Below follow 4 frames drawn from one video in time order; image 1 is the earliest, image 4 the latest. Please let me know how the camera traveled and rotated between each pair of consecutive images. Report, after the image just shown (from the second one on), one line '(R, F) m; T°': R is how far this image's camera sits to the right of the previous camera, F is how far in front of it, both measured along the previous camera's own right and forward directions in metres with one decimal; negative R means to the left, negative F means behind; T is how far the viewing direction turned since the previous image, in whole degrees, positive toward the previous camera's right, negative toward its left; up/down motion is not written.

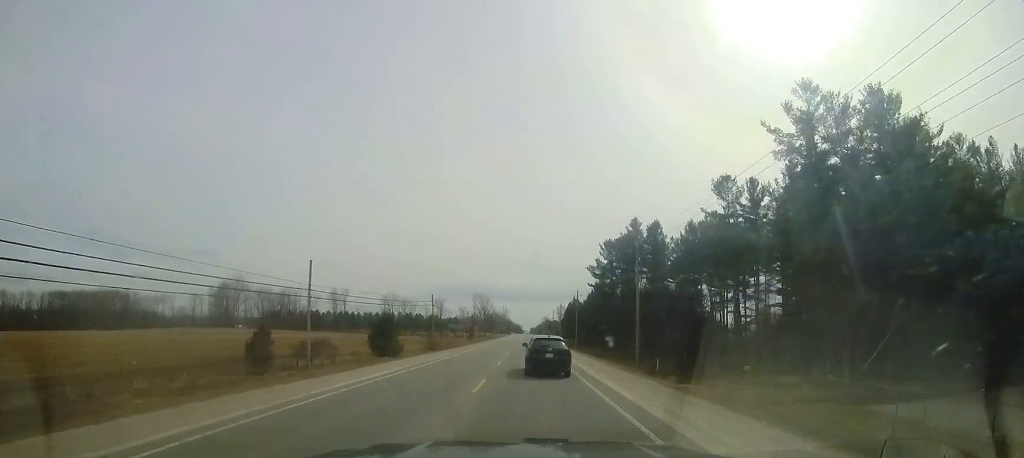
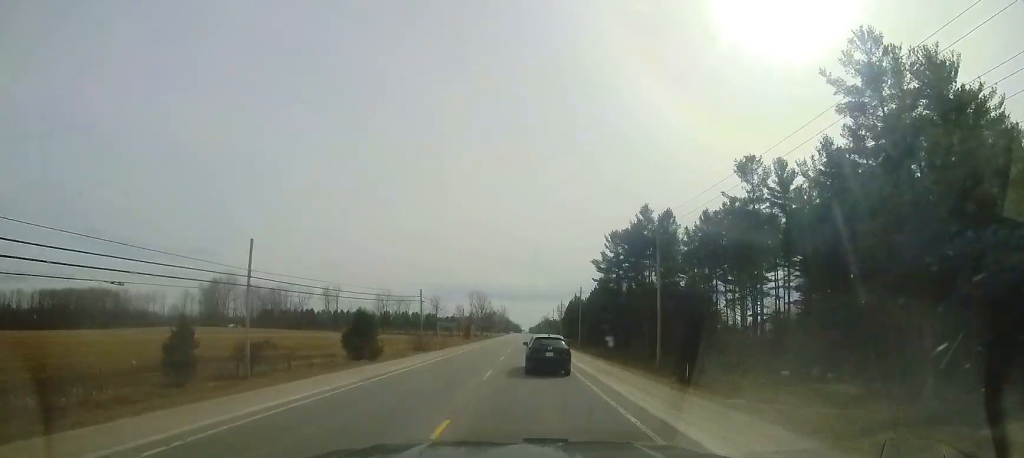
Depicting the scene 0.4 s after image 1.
(+0.1, +6.3) m; 0°
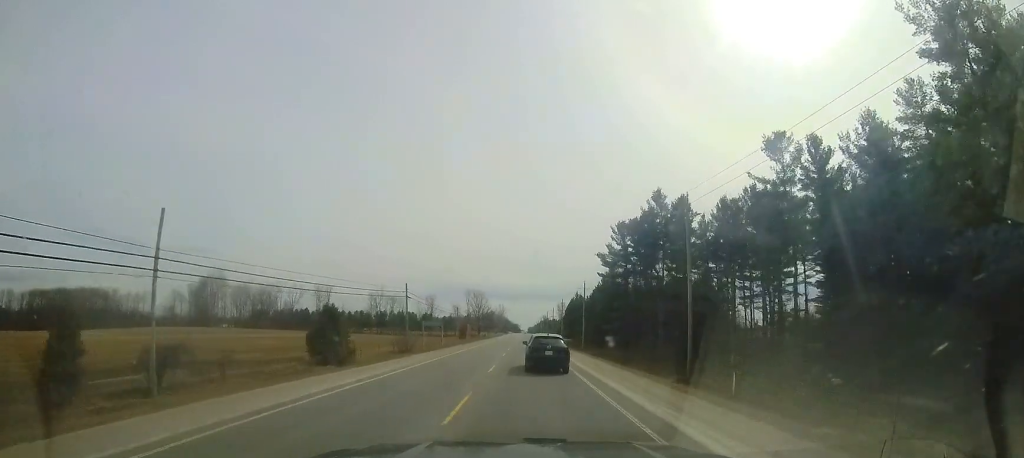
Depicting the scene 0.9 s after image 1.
(-0.1, +6.4) m; 0°
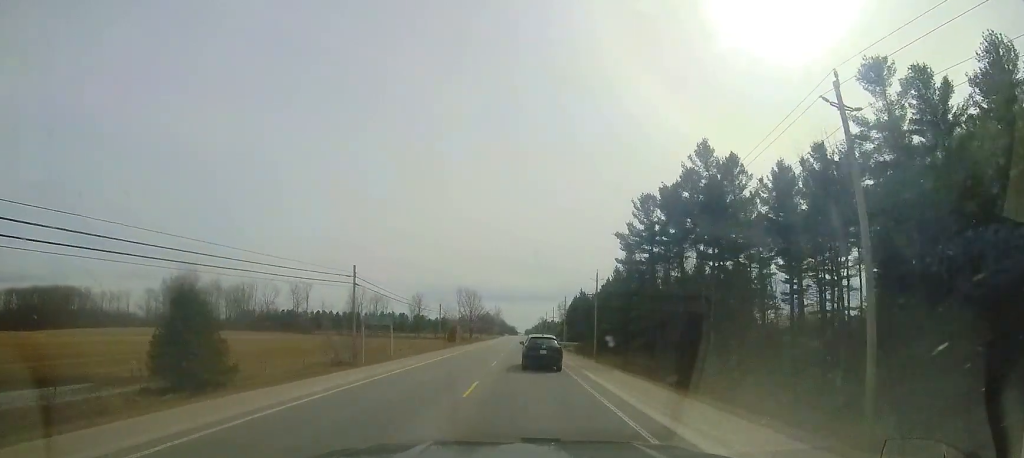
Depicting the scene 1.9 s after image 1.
(-0.1, +15.0) m; 0°
